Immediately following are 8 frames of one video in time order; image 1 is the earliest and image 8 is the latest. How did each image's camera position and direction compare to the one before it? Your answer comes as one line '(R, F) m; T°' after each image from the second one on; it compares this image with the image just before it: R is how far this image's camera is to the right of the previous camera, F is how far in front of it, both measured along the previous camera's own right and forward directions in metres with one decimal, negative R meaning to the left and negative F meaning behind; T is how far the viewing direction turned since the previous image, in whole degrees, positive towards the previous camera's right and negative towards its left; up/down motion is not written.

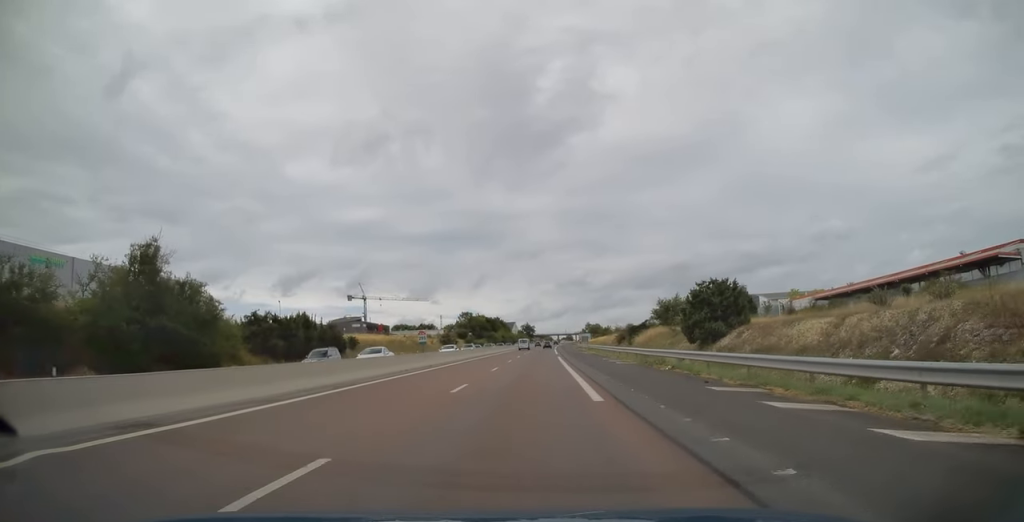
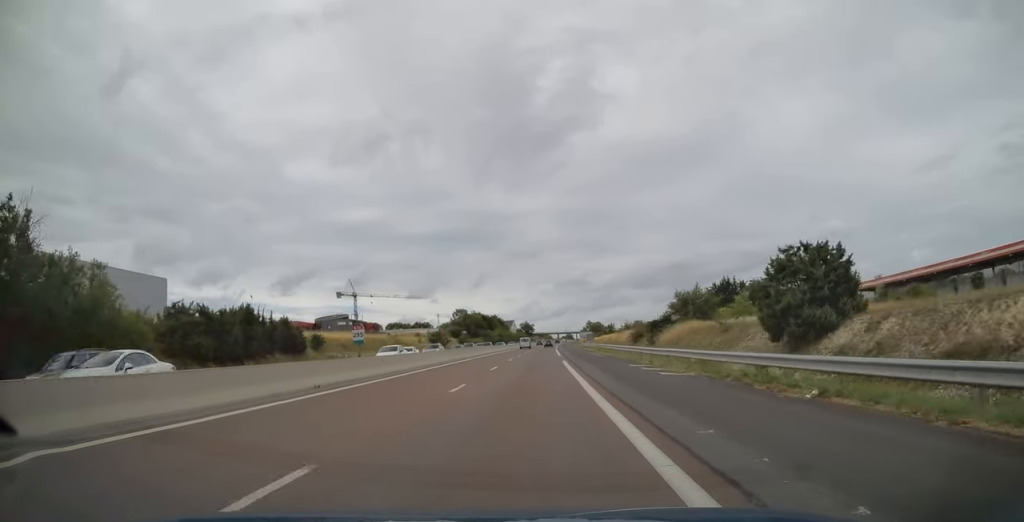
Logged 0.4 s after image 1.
(0.0, +13.3) m; 0°
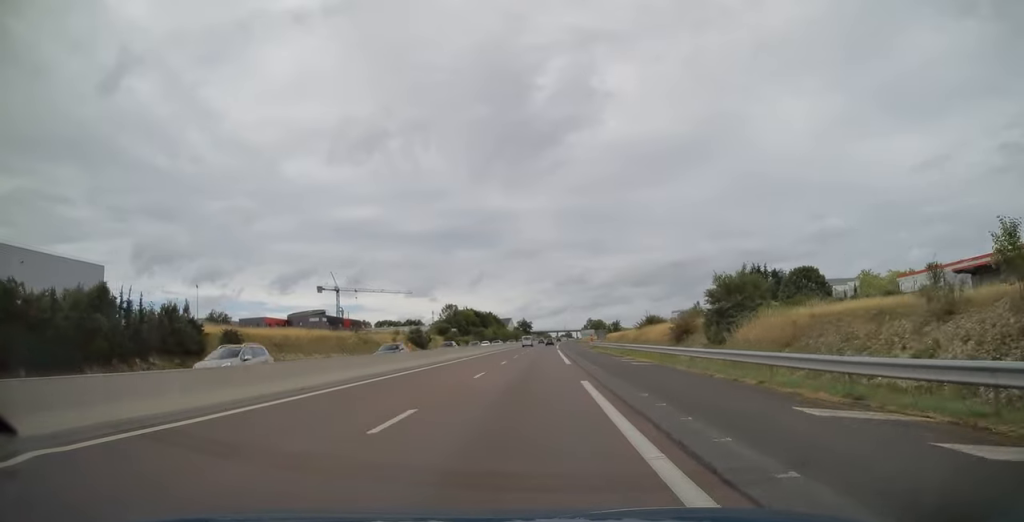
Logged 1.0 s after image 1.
(0.0, +20.3) m; 0°
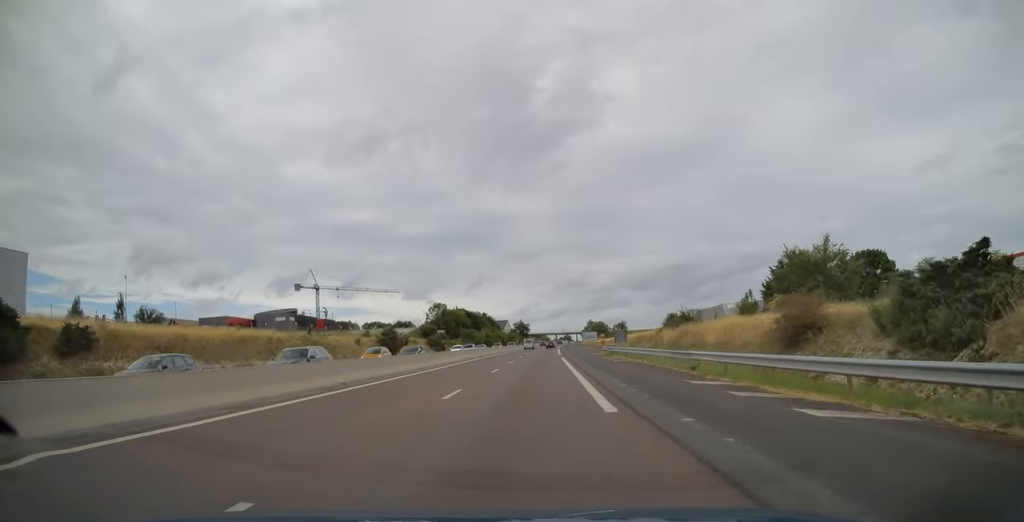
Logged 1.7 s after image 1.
(-0.1, +19.8) m; 0°
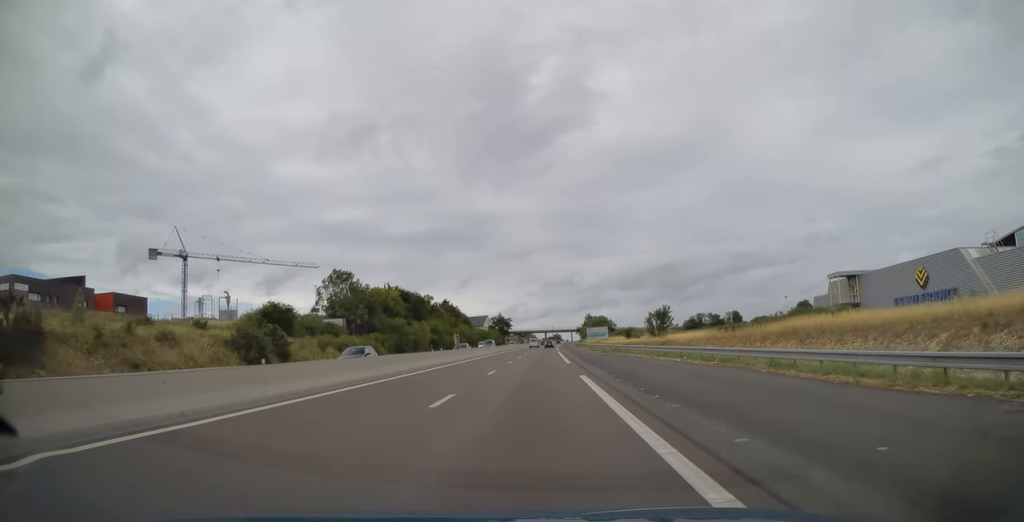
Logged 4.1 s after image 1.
(+0.8, +79.1) m; +1°
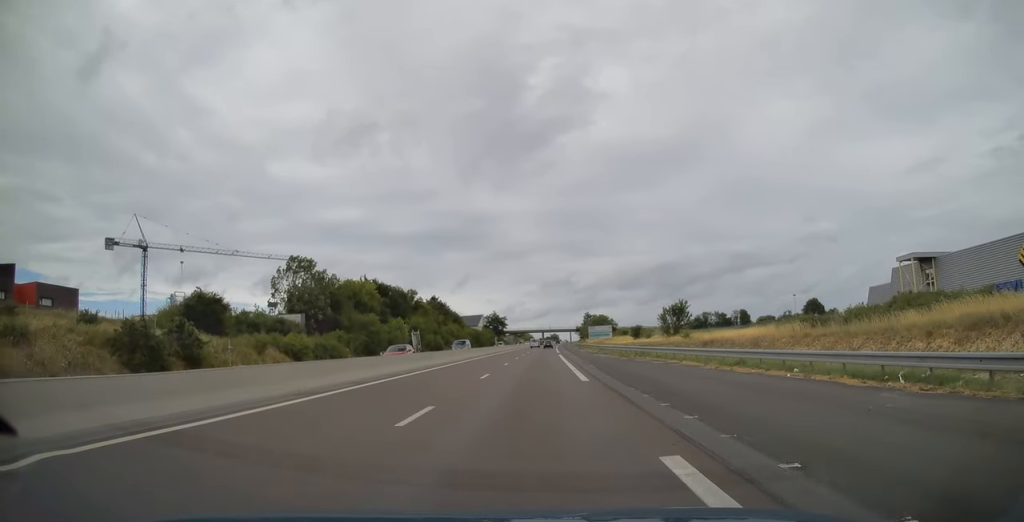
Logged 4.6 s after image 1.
(0.0, +15.5) m; 0°
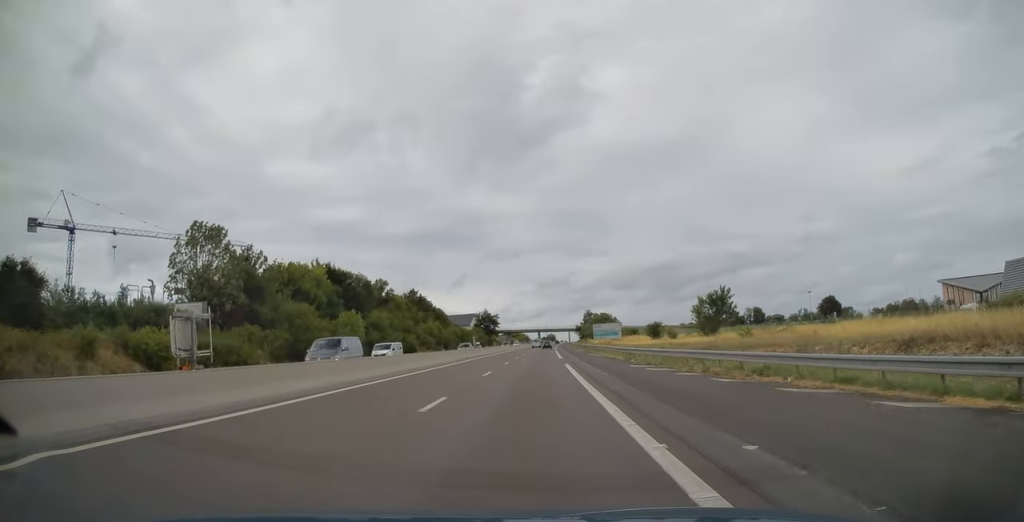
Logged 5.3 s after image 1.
(0.0, +23.6) m; 0°
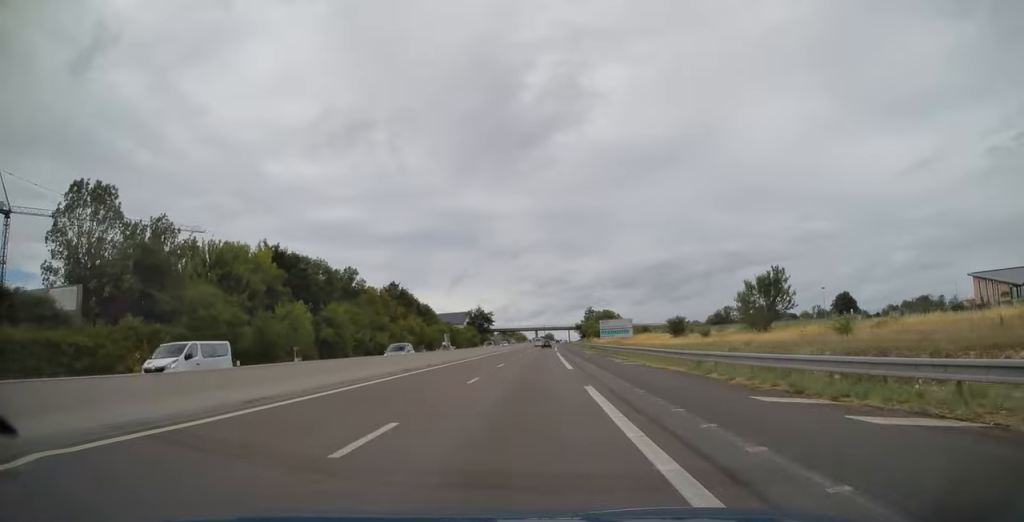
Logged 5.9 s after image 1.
(0.0, +17.8) m; 0°
